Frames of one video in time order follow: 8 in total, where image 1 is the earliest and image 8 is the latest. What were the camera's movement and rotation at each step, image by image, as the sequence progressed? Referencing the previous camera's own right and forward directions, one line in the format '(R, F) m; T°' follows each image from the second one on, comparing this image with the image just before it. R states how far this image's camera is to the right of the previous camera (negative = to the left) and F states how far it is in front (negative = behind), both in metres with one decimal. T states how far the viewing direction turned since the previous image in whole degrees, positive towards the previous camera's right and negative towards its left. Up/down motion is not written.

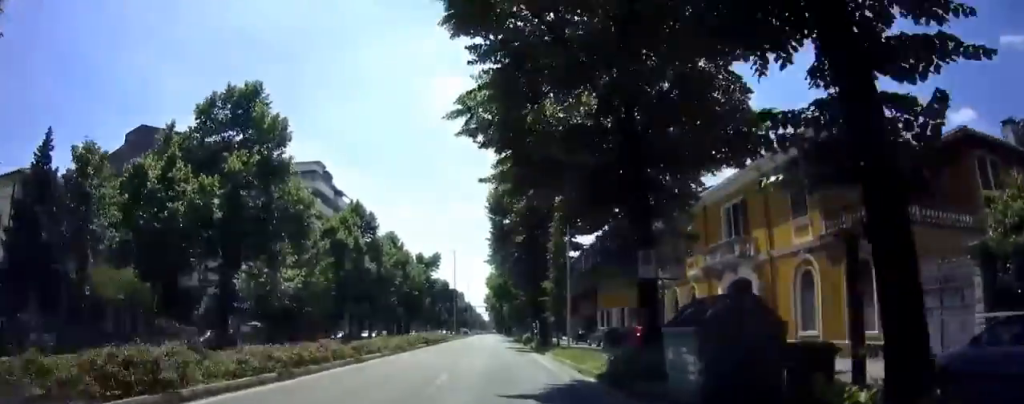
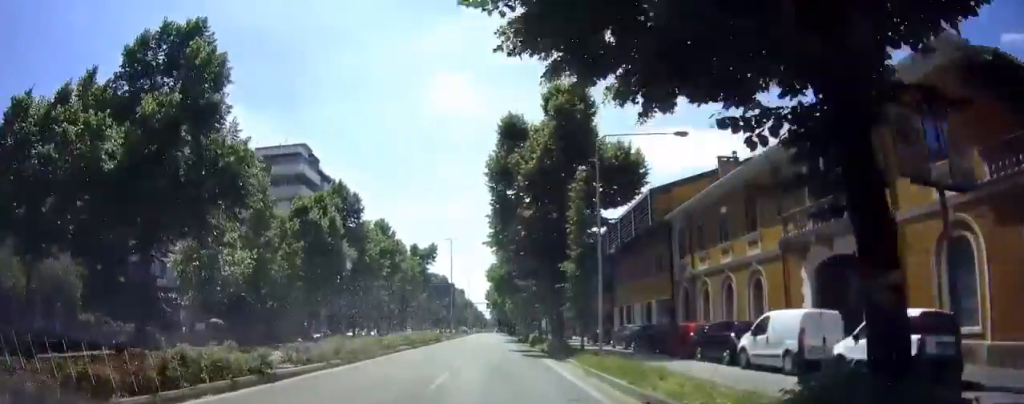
(0.0, +8.0) m; 0°
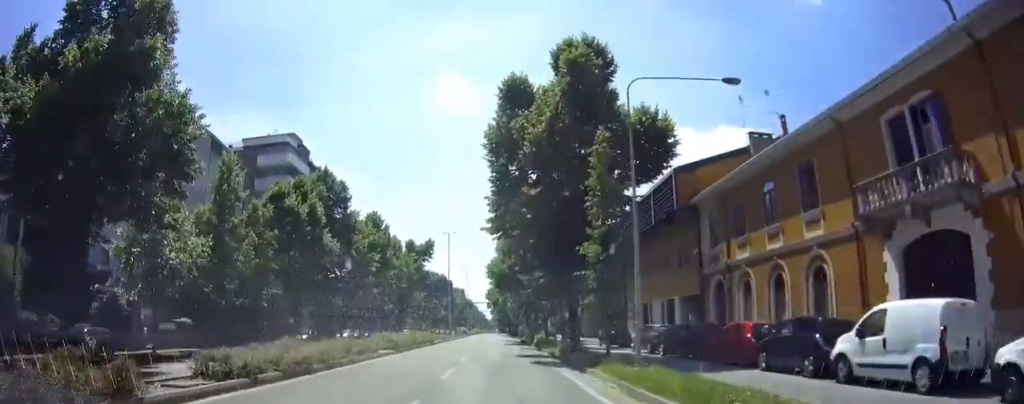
(0.0, +5.4) m; 0°
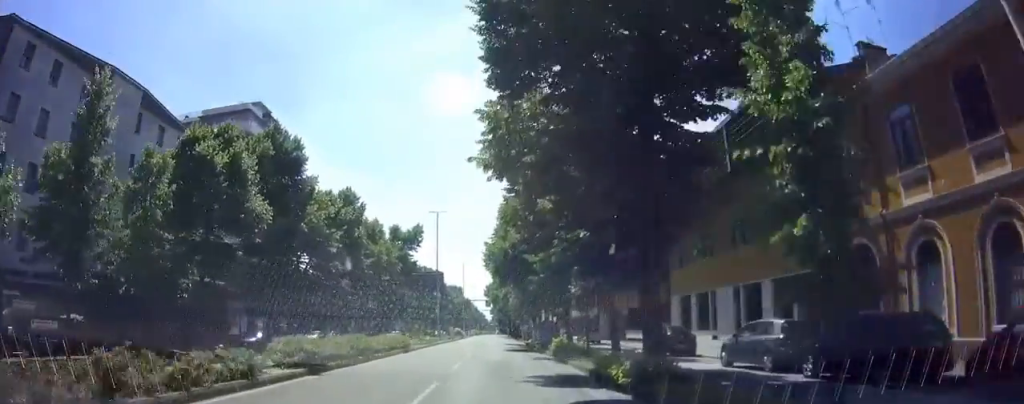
(+0.1, +11.5) m; +1°
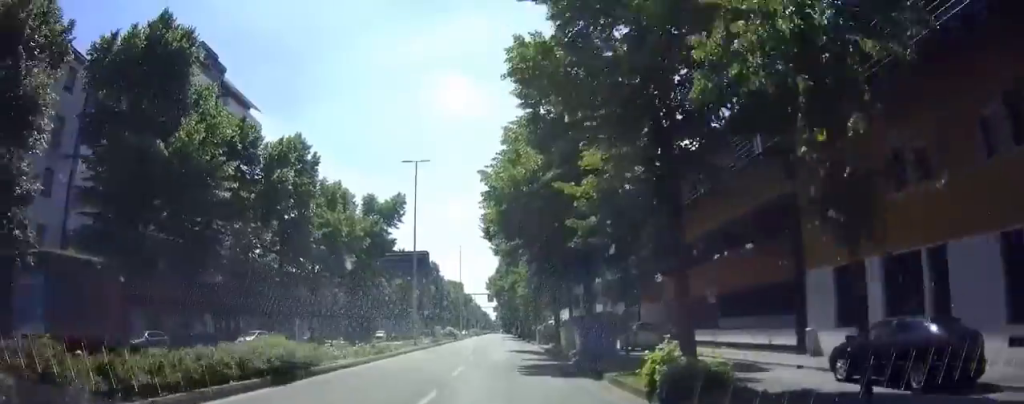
(0.0, +16.1) m; 0°
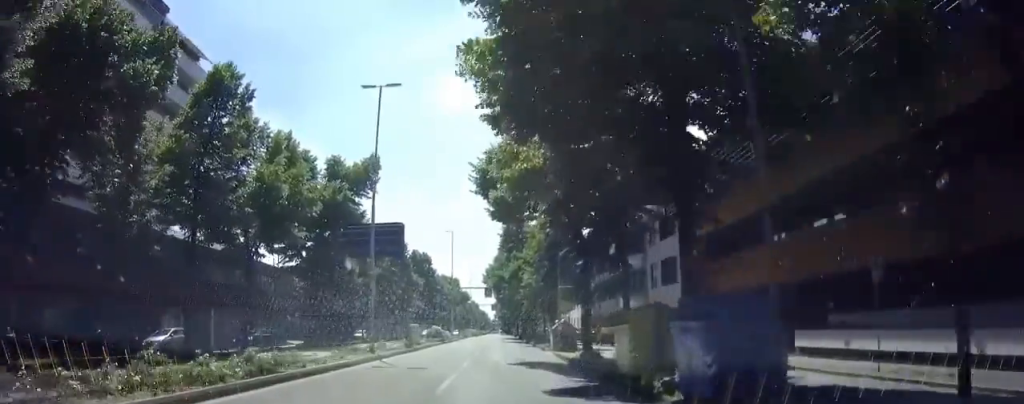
(0.0, +11.6) m; 0°
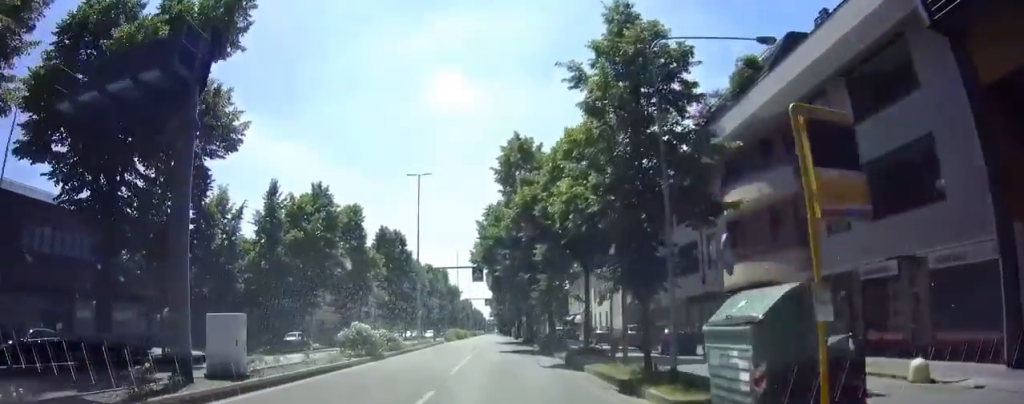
(+0.1, +23.2) m; 0°
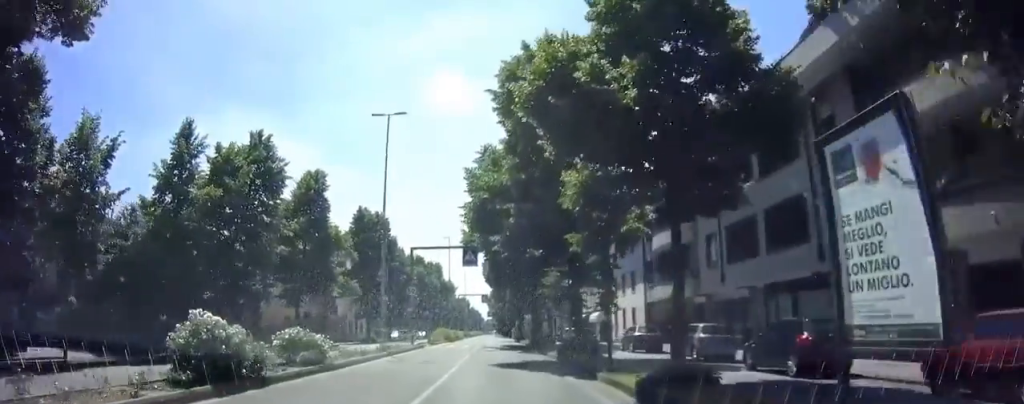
(0.0, +11.2) m; 0°
